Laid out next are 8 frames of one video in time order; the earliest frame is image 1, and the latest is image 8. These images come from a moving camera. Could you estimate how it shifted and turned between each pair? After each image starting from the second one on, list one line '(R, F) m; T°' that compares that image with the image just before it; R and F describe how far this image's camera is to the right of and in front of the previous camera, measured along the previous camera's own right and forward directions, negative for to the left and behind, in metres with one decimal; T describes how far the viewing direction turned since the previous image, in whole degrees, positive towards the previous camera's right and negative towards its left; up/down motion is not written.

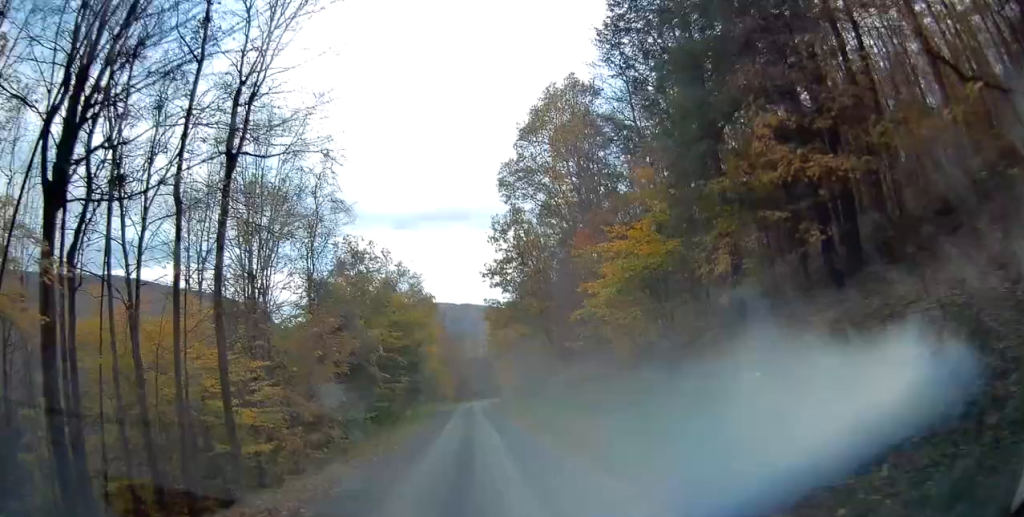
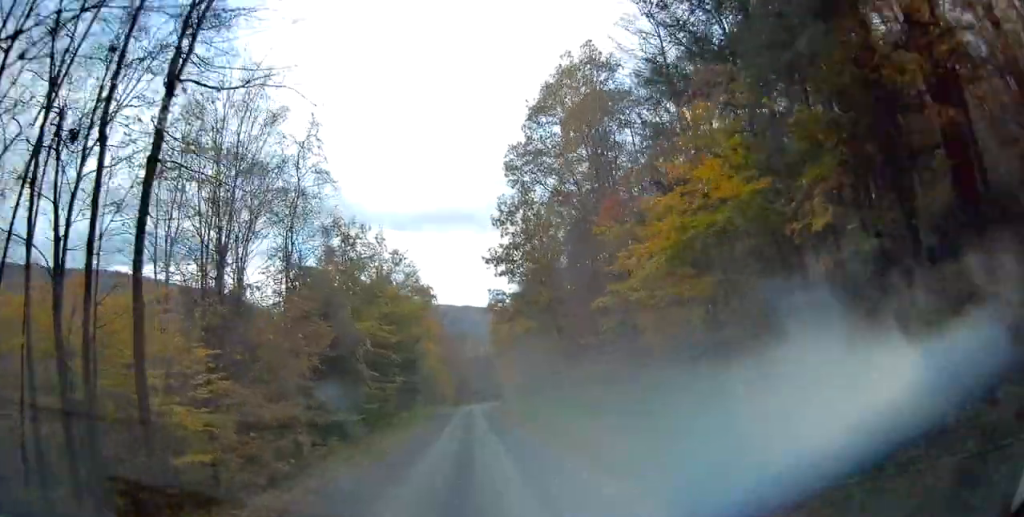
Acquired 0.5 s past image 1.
(0.0, +5.5) m; 0°
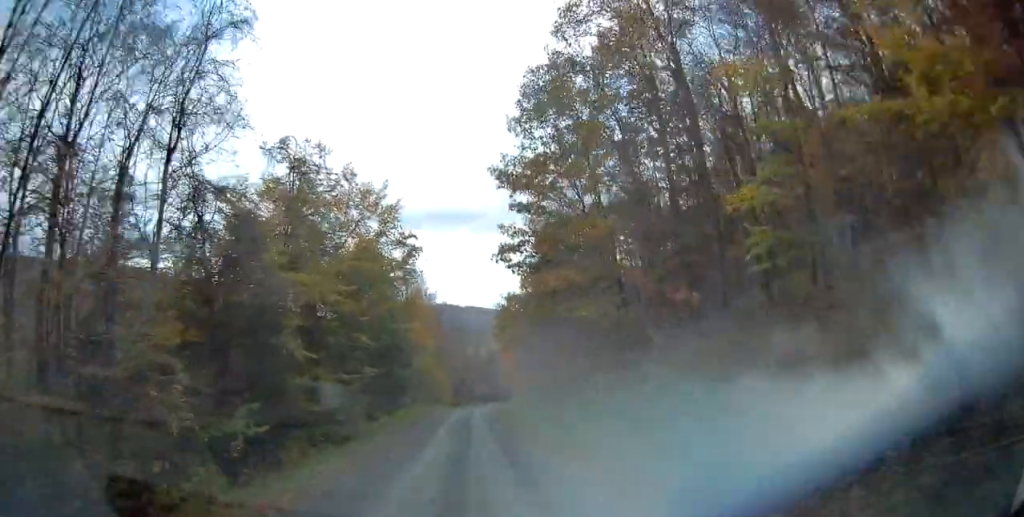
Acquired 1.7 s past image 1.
(0.0, +15.7) m; 0°
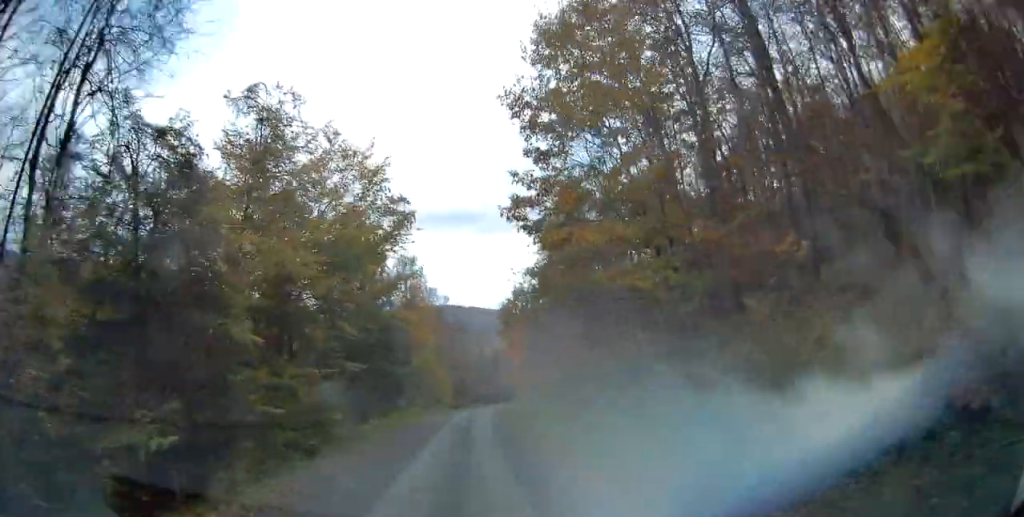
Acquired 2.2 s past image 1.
(-0.1, +5.9) m; 0°
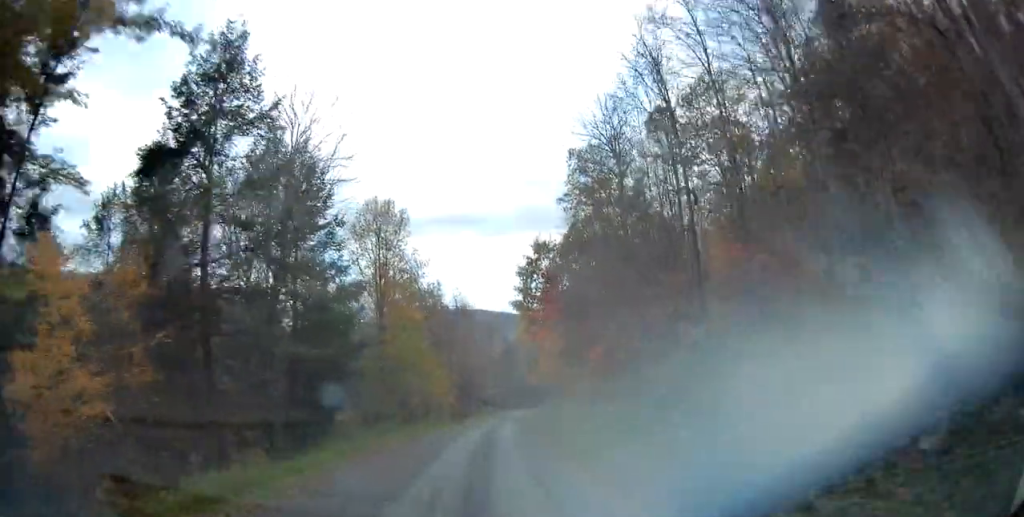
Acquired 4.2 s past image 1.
(-0.1, +26.5) m; -1°
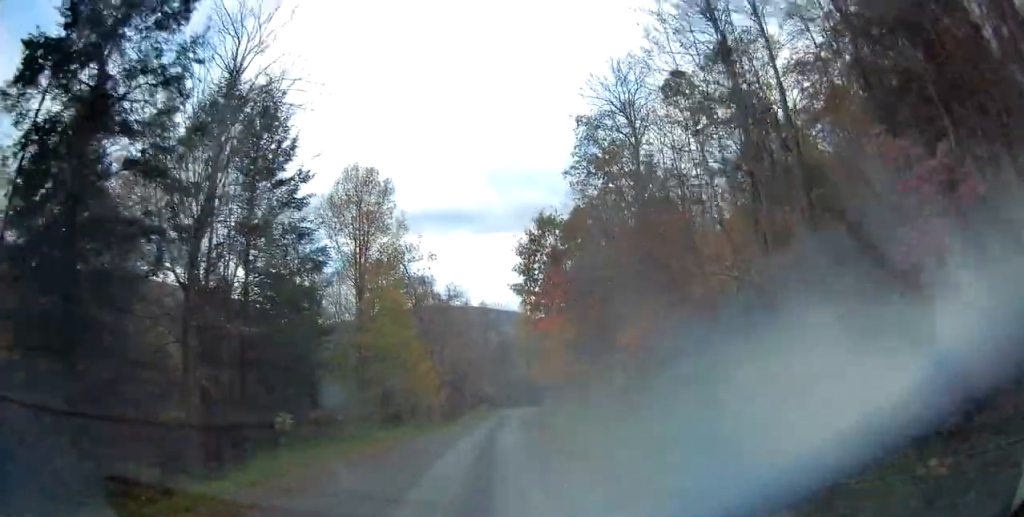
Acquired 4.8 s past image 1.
(0.0, +7.5) m; +1°
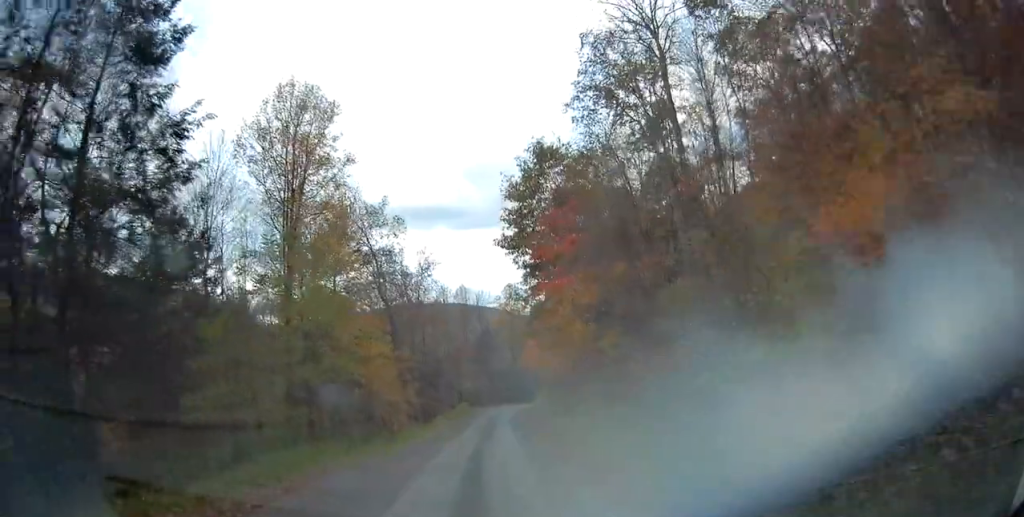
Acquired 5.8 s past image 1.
(+0.4, +13.5) m; +2°
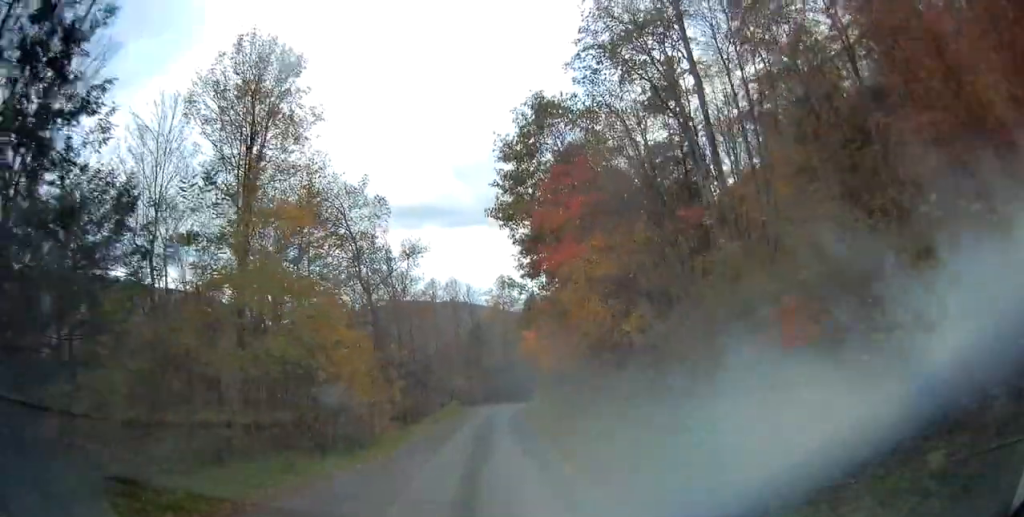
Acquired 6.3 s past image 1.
(+0.2, +5.7) m; +1°
